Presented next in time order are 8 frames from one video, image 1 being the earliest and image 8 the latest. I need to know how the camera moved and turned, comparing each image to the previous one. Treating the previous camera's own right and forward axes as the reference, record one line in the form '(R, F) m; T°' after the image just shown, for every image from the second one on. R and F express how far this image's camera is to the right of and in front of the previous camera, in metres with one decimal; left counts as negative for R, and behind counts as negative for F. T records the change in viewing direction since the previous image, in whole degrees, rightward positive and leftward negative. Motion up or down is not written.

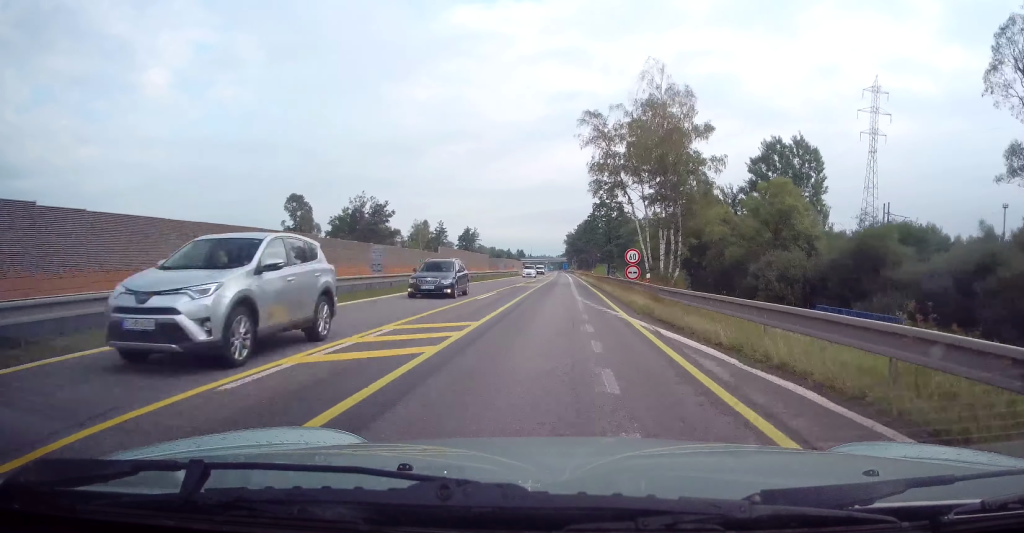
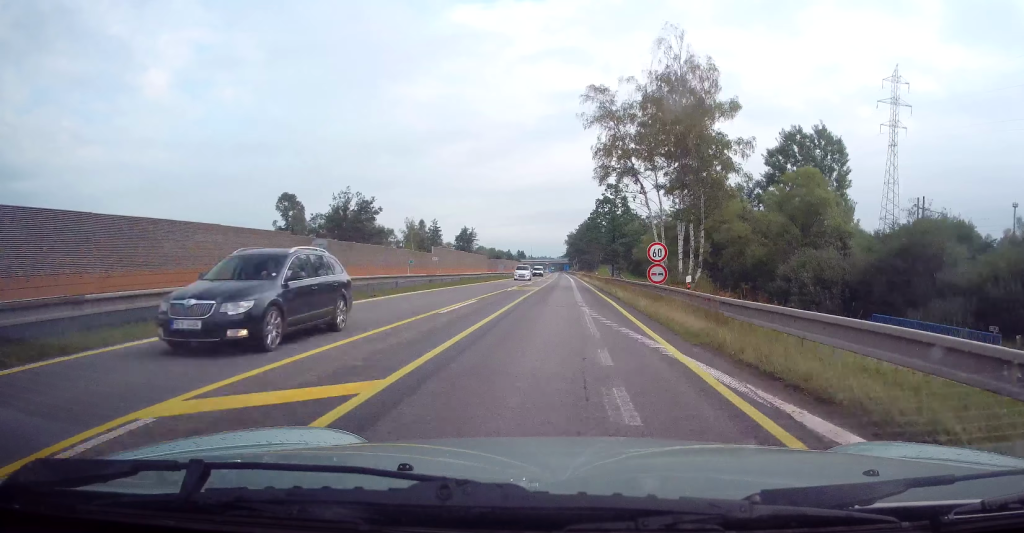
(-0.1, +7.3) m; 0°
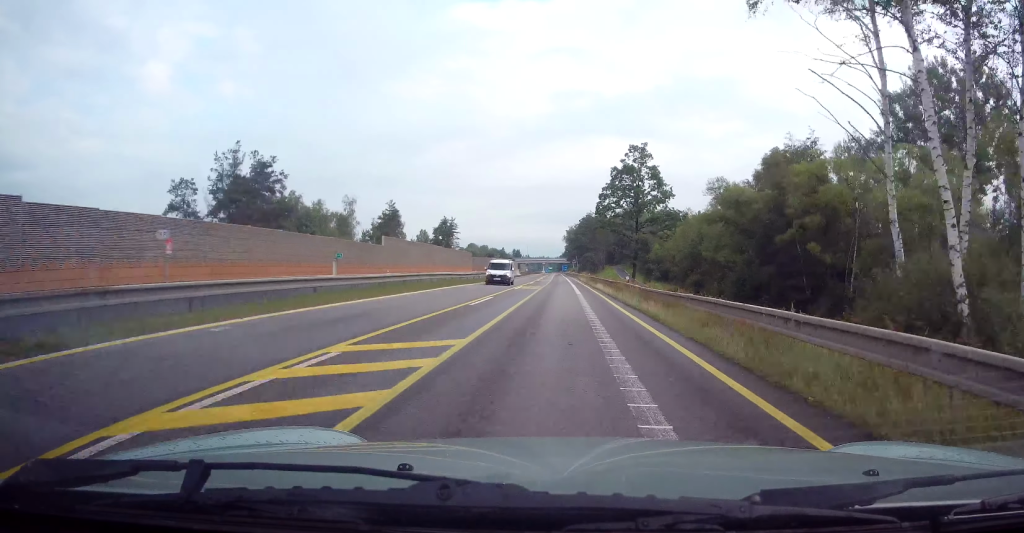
(0.0, +30.5) m; 0°
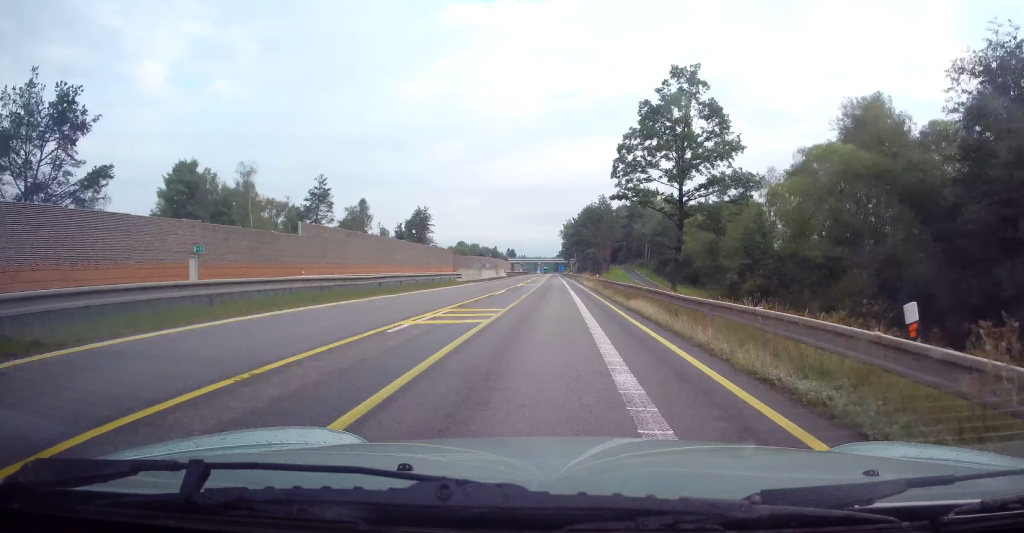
(+0.4, +26.7) m; 0°
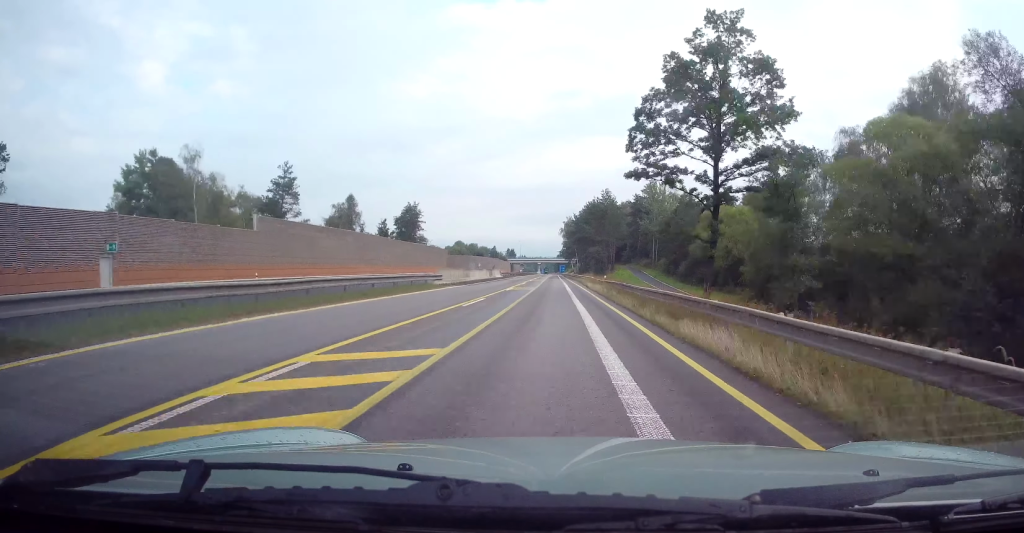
(0.0, +9.2) m; 0°
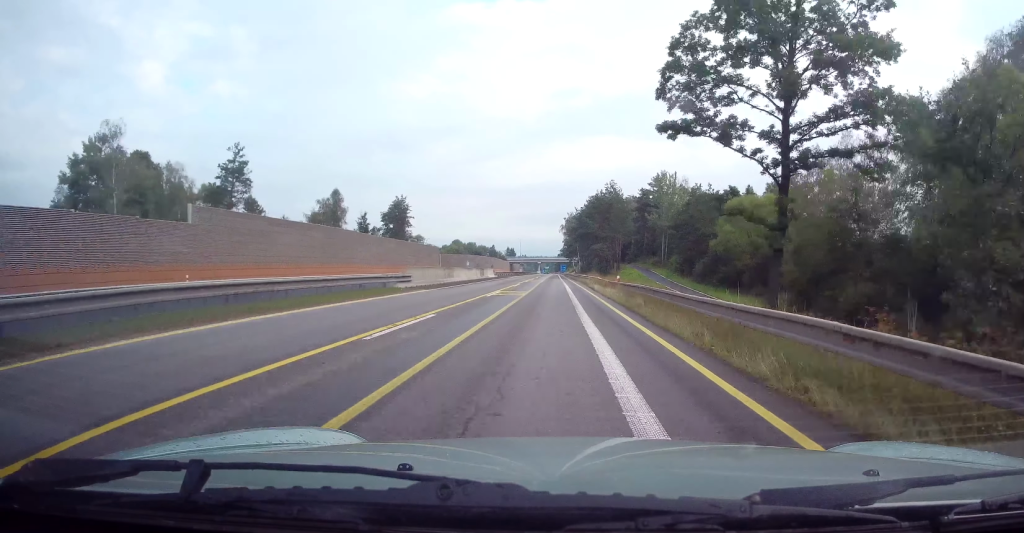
(-0.2, +9.9) m; 0°
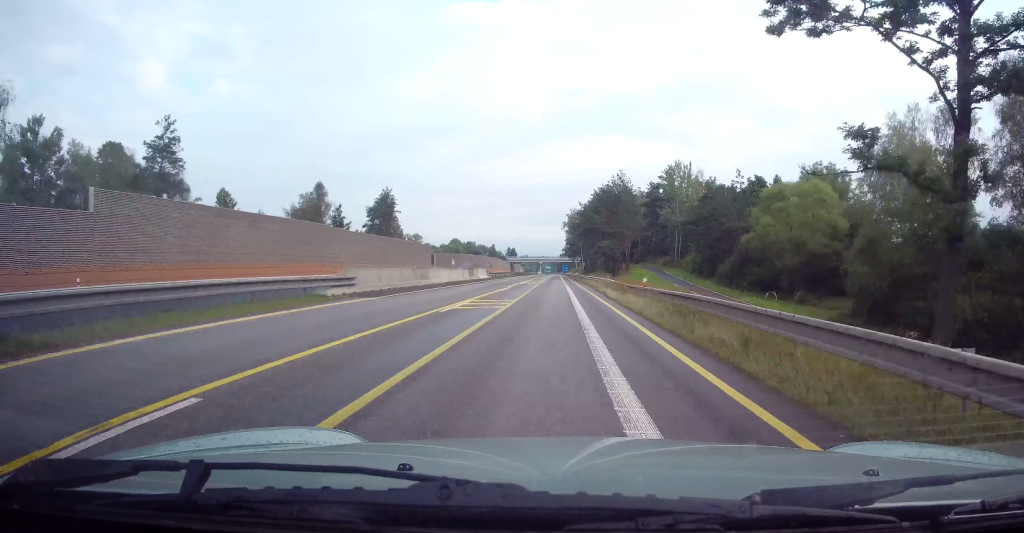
(0.0, +10.5) m; 0°
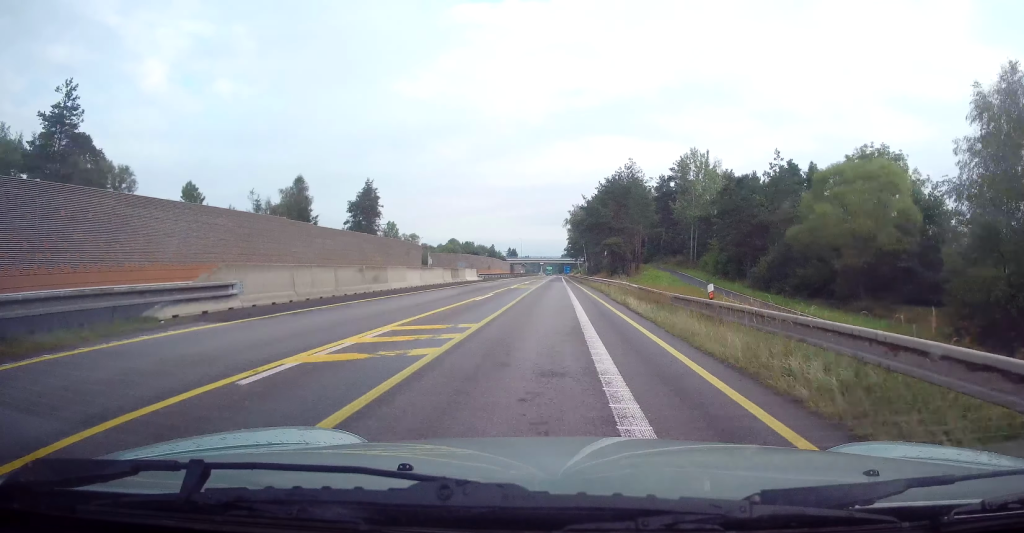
(+0.1, +10.5) m; +1°
